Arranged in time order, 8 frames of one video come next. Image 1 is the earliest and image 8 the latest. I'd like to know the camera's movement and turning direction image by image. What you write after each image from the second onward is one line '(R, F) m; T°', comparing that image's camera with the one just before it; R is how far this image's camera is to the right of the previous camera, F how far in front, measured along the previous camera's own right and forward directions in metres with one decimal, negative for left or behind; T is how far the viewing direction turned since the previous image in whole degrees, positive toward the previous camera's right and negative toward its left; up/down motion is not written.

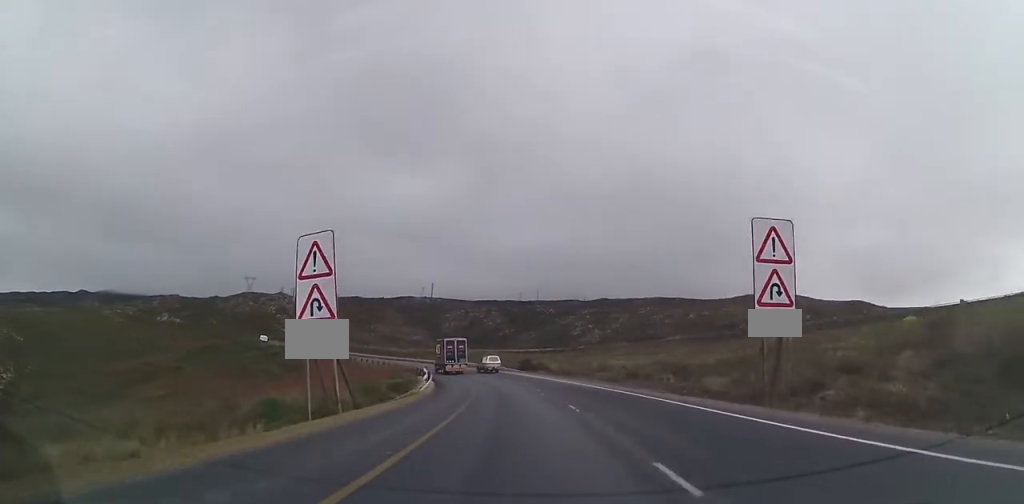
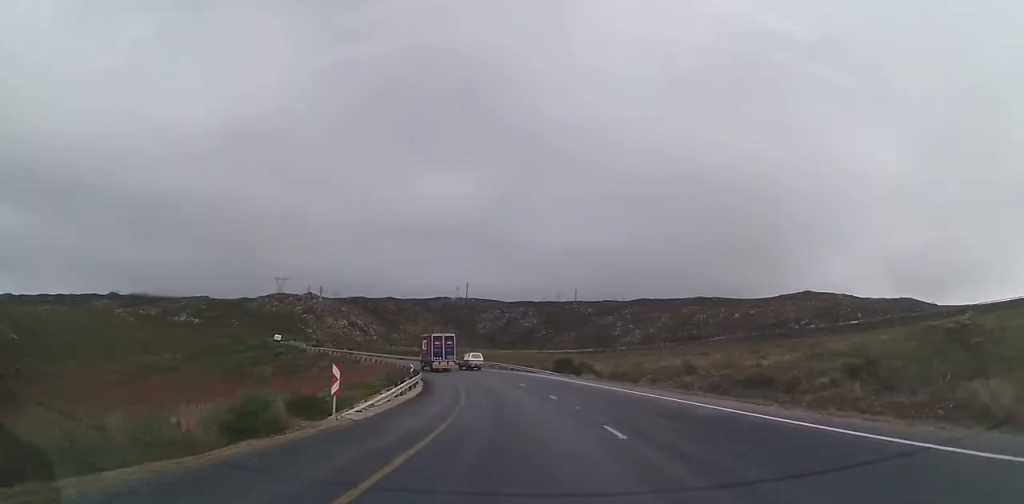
(+0.3, +19.7) m; -6°
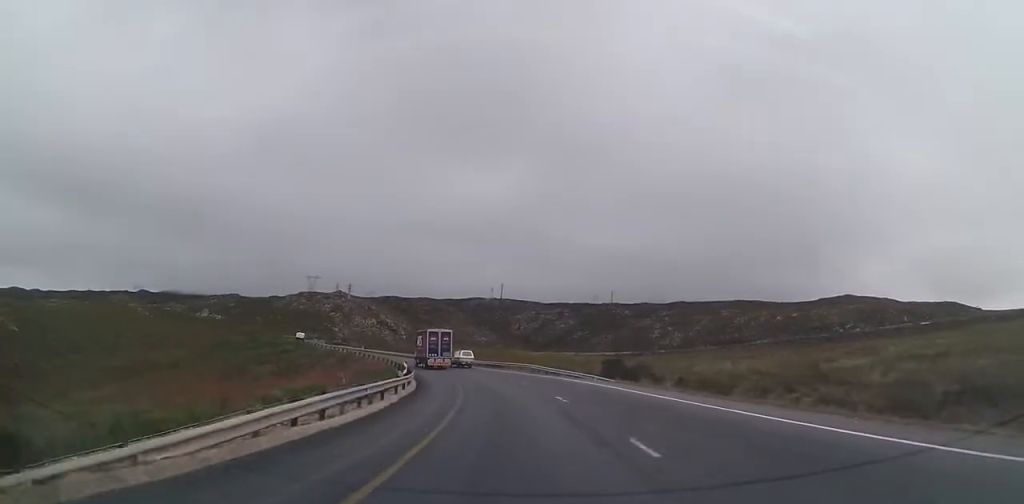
(-1.5, +13.8) m; -4°
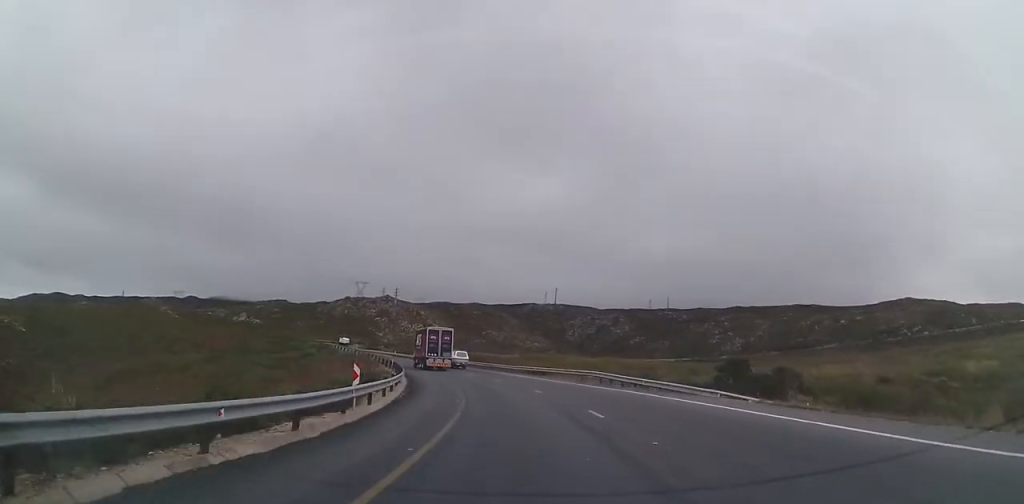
(-1.2, +17.9) m; -4°
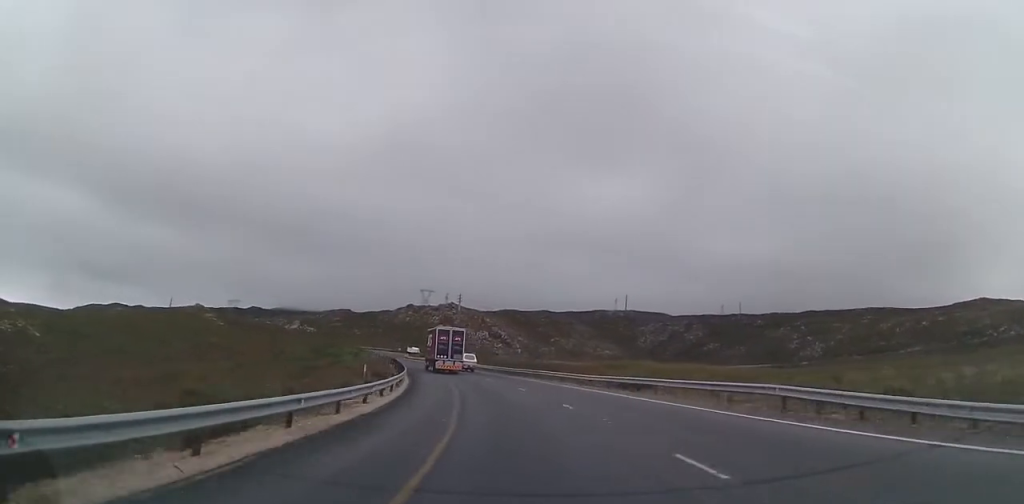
(0.0, +19.5) m; 0°
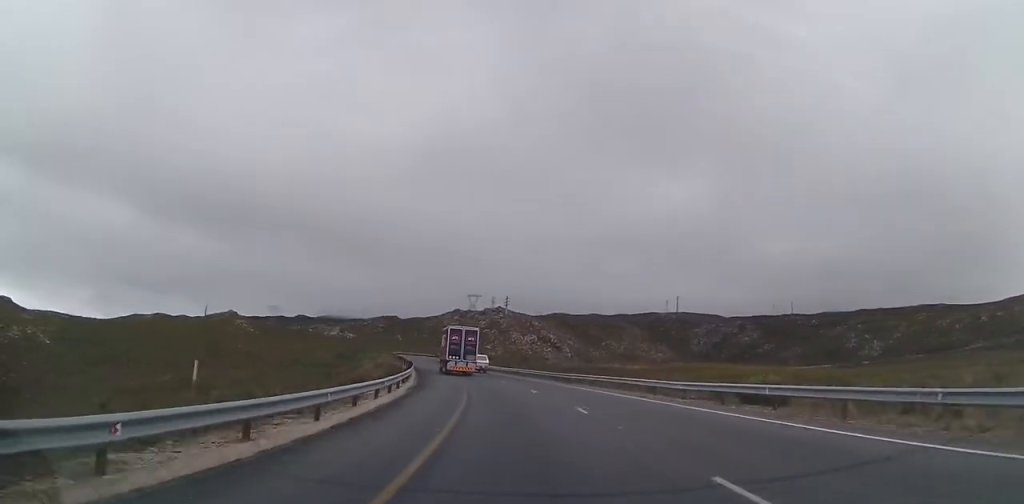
(+0.1, +13.7) m; -5°
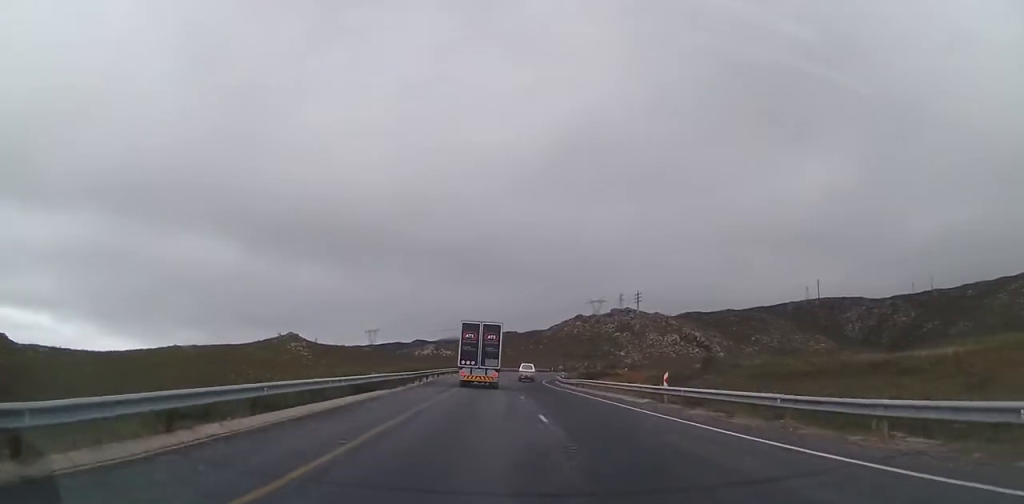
(-5.3, +60.3) m; -2°
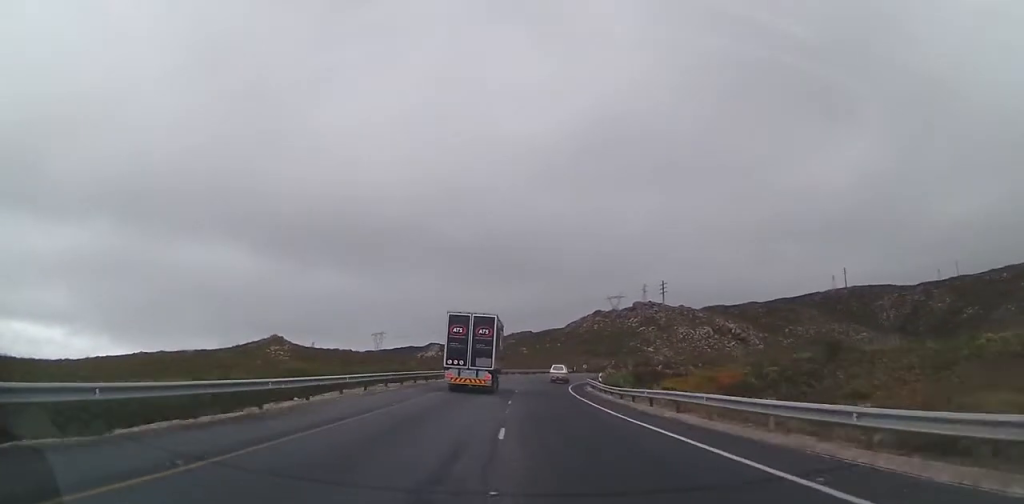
(+0.1, +26.7) m; 0°
